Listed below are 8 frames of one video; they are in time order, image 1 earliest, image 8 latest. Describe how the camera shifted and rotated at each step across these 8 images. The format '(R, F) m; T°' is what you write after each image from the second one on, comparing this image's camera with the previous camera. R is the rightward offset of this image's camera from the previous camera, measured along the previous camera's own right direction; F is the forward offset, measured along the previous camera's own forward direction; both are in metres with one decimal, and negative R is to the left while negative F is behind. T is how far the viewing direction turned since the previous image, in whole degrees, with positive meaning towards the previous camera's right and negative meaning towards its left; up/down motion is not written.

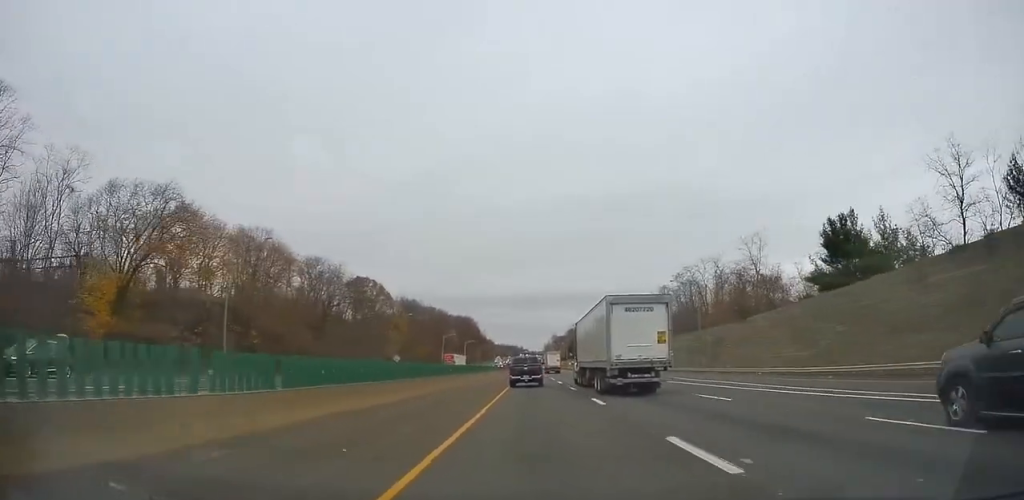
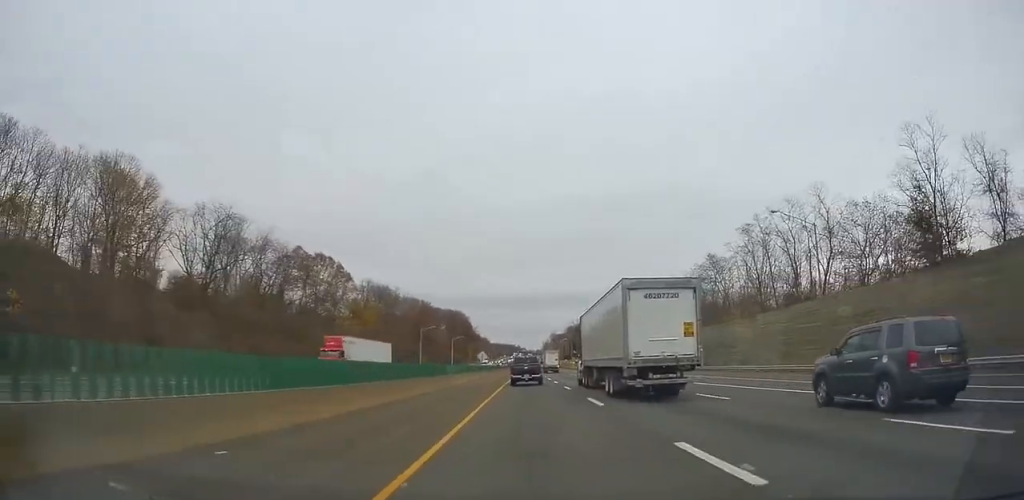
(-0.2, +37.2) m; +1°
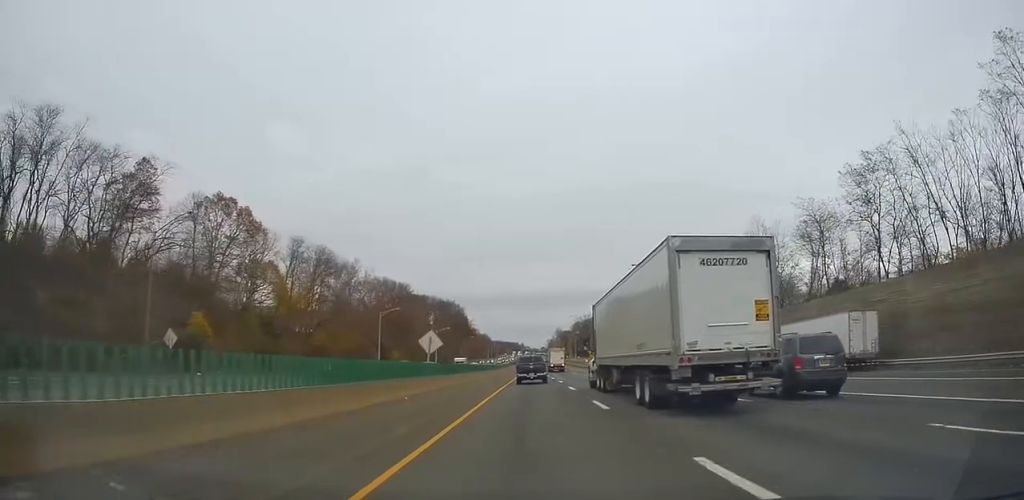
(+0.1, +49.5) m; 0°
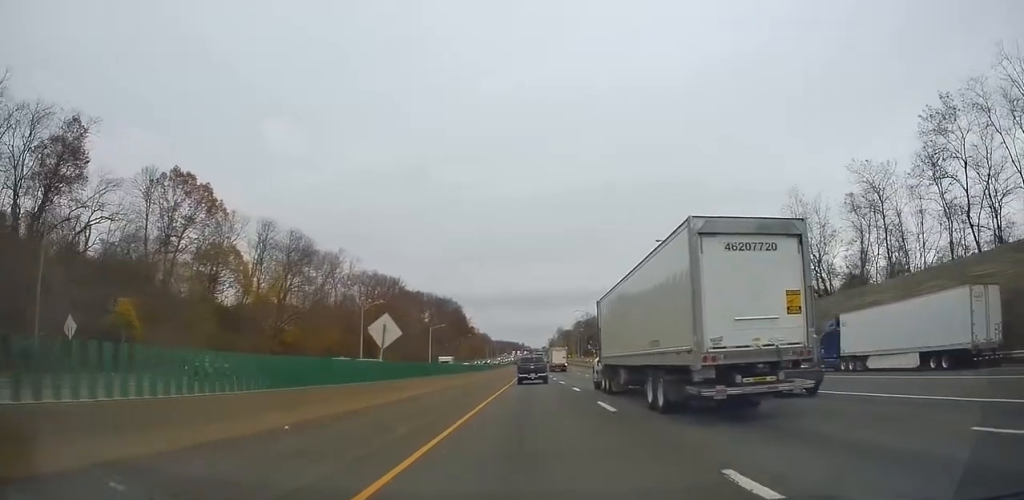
(-0.3, +12.9) m; 0°
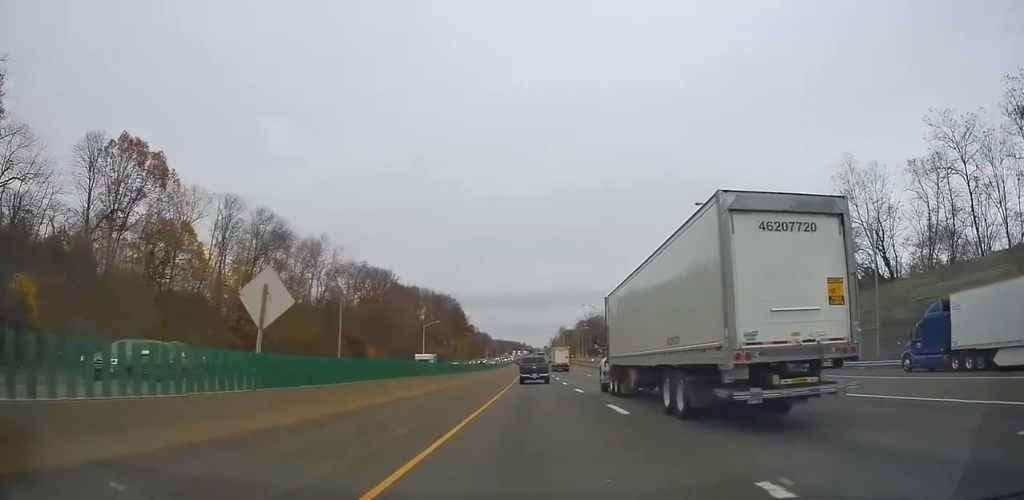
(+0.2, +13.0) m; 0°
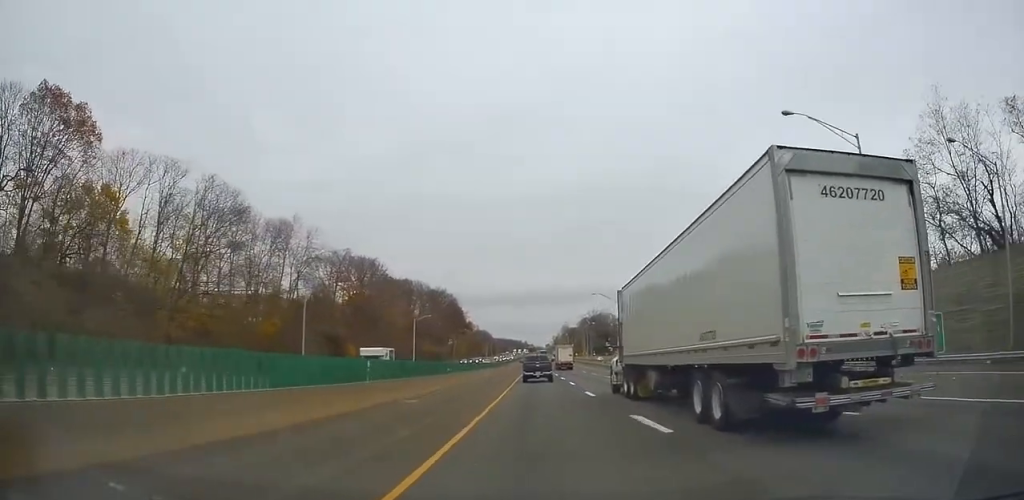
(+0.3, +15.9) m; 0°
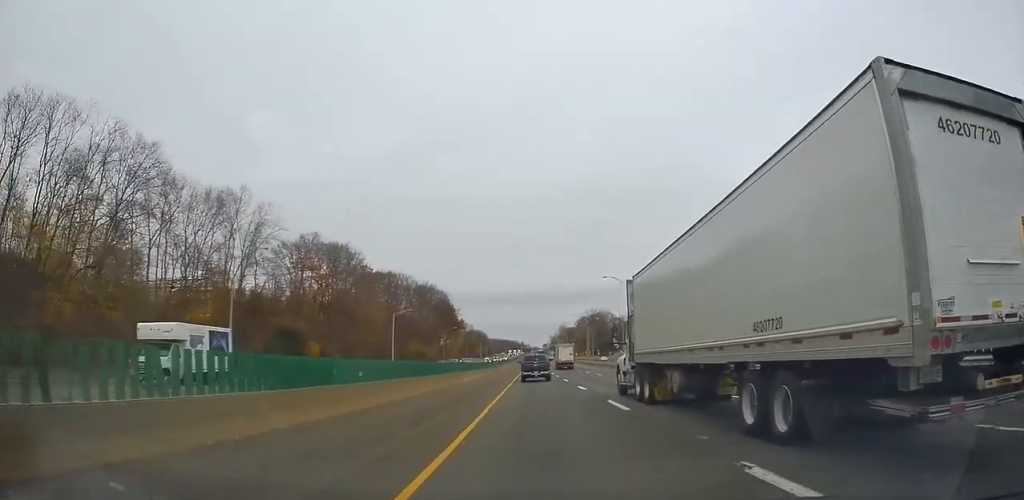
(-0.2, +19.5) m; -1°
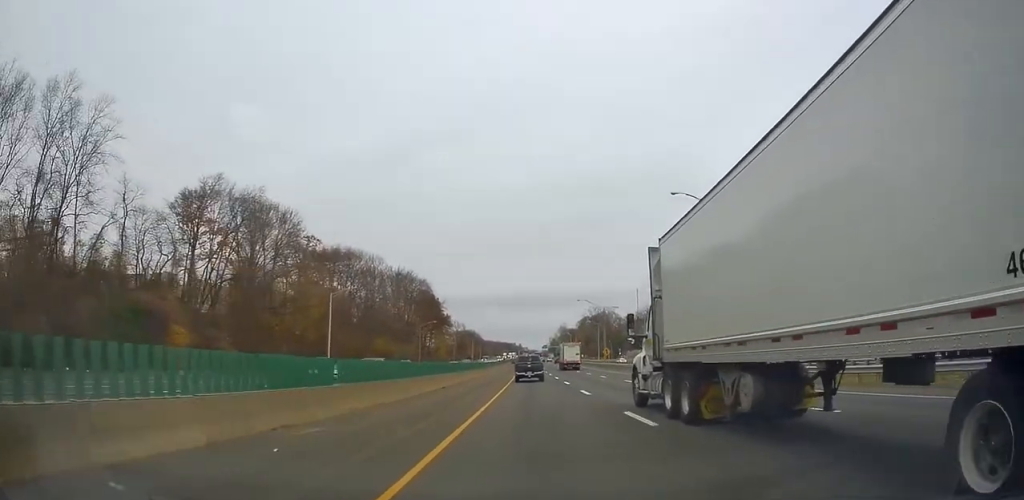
(-0.9, +40.8) m; -1°
